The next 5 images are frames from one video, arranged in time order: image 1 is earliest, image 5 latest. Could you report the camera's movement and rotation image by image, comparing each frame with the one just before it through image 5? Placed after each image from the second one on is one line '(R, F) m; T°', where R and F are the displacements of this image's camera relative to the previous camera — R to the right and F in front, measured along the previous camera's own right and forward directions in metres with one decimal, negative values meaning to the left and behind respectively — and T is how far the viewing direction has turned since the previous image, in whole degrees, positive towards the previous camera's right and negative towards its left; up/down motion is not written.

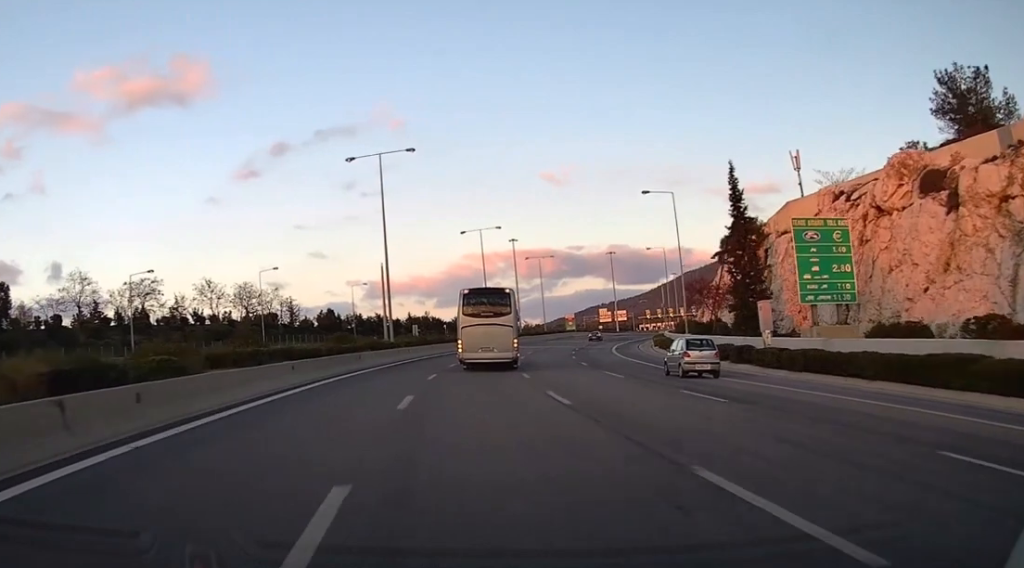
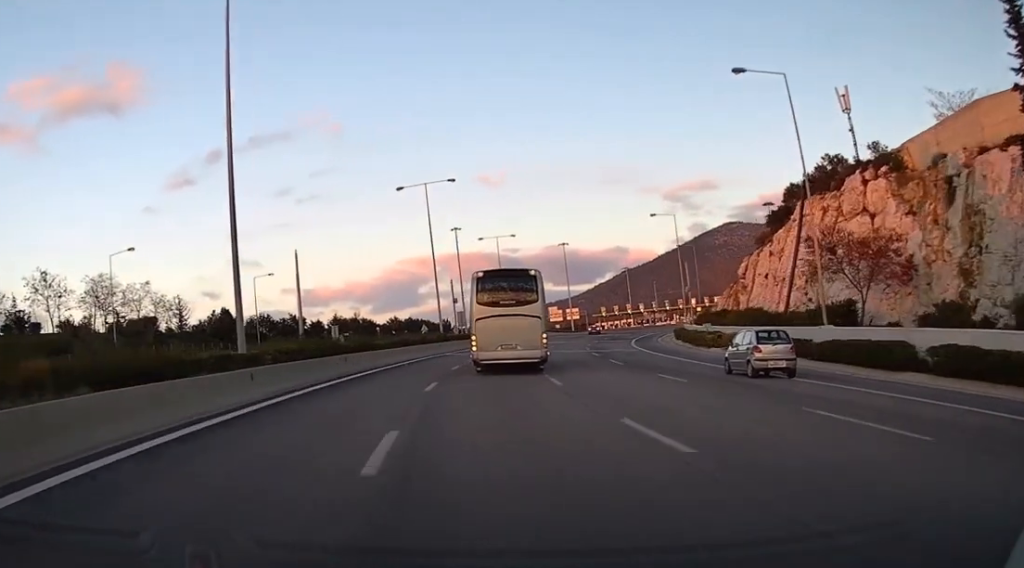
(+0.9, +32.9) m; +4°
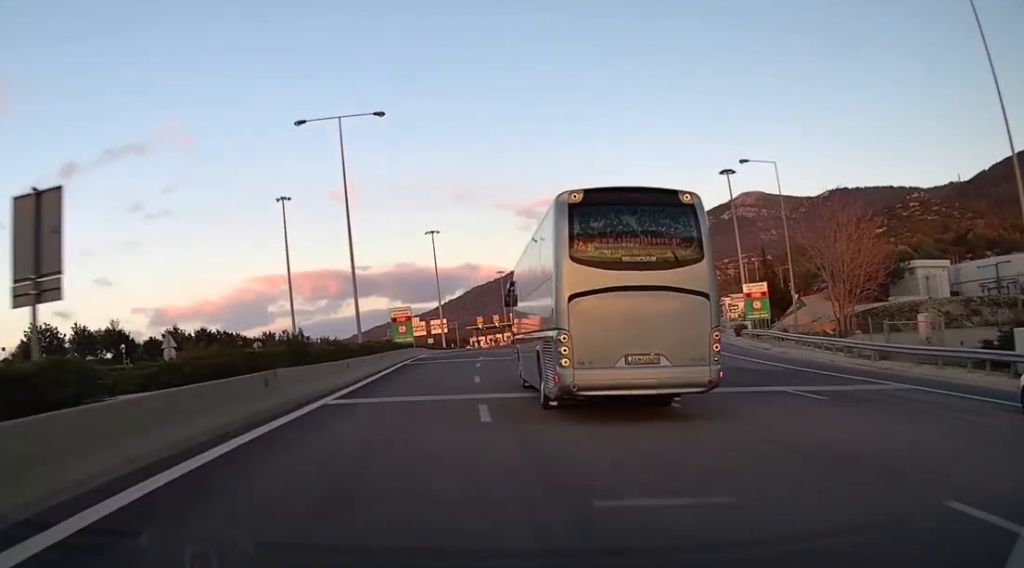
(+7.0, +68.4) m; +12°
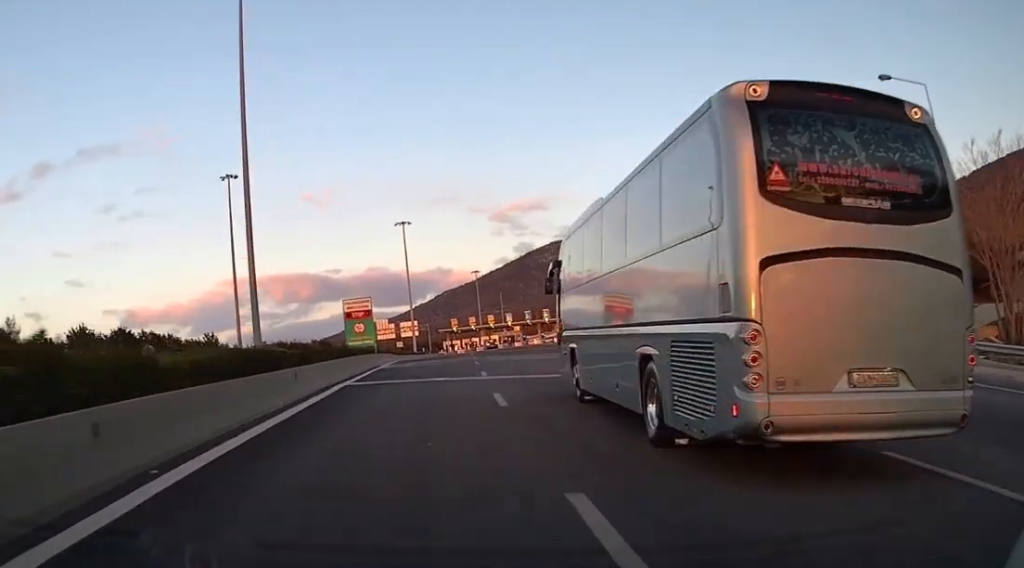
(+0.7, +19.9) m; +3°
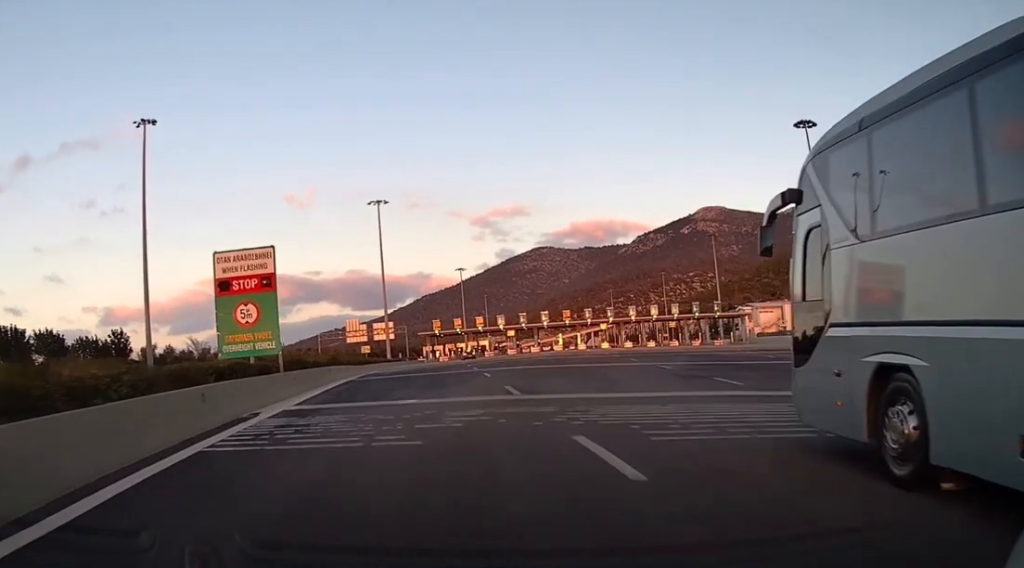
(+1.2, +32.9) m; +3°
